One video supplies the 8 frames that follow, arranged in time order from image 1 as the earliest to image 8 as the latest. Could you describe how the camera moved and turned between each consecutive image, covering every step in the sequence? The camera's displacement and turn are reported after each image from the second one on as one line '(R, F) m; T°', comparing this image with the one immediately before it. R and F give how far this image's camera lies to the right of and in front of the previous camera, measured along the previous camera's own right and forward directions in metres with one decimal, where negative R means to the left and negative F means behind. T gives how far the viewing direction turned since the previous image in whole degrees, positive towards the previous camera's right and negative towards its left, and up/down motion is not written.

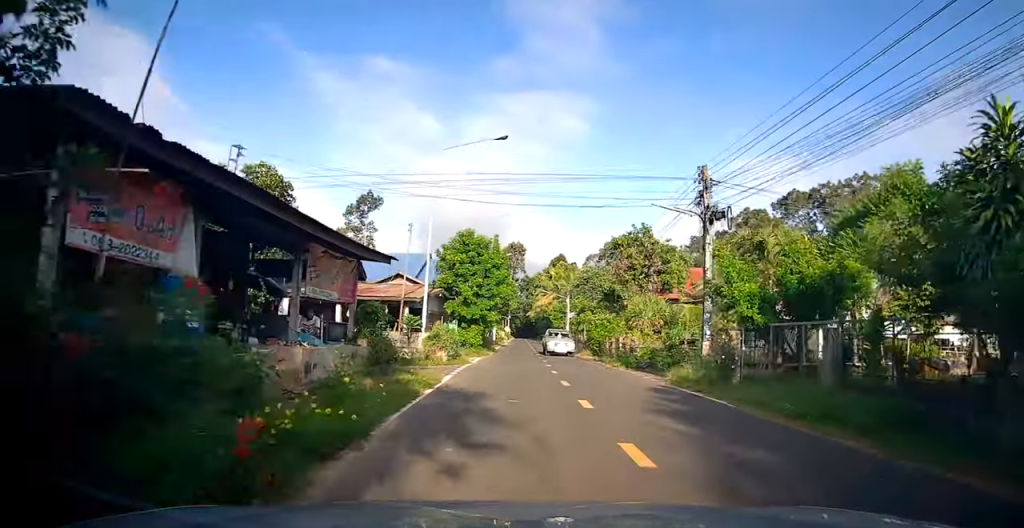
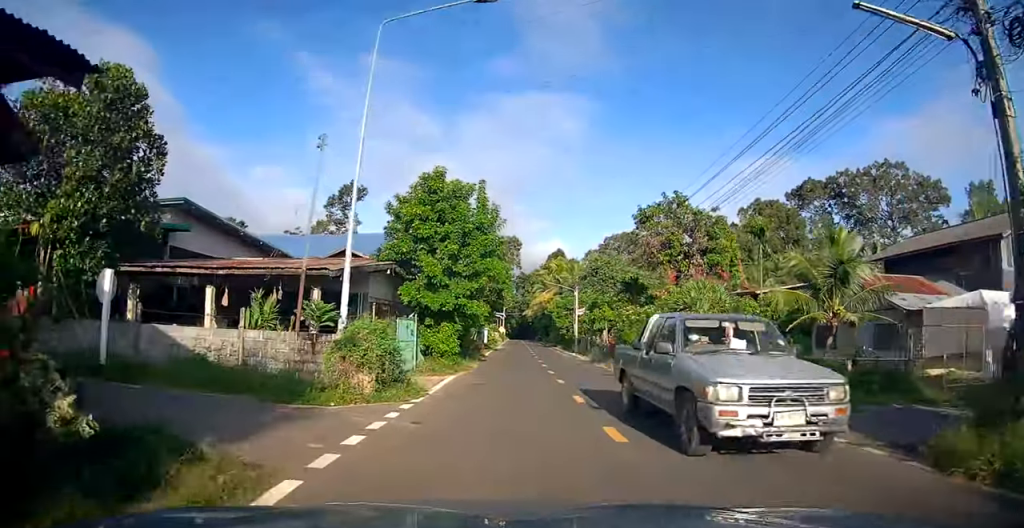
(+0.1, +10.5) m; -1°
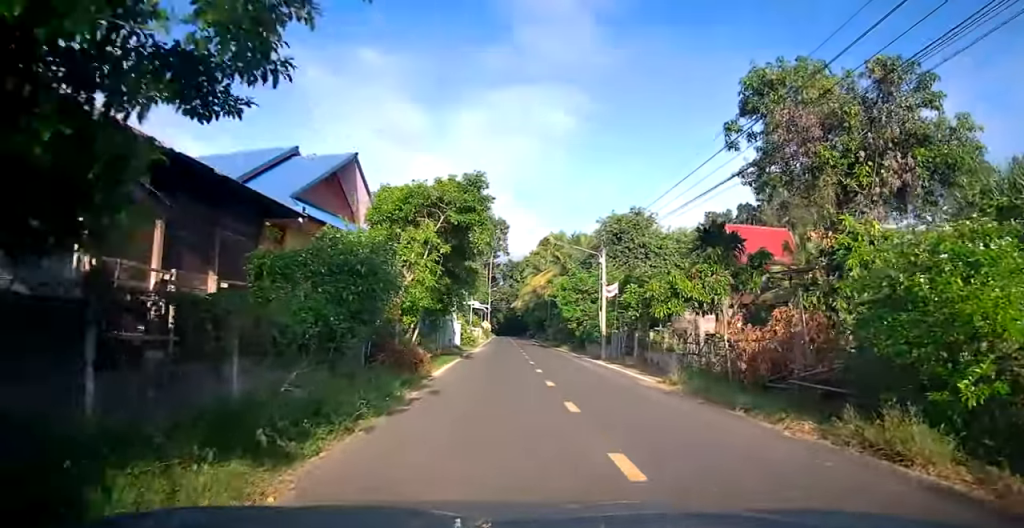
(0.0, +17.6) m; +1°
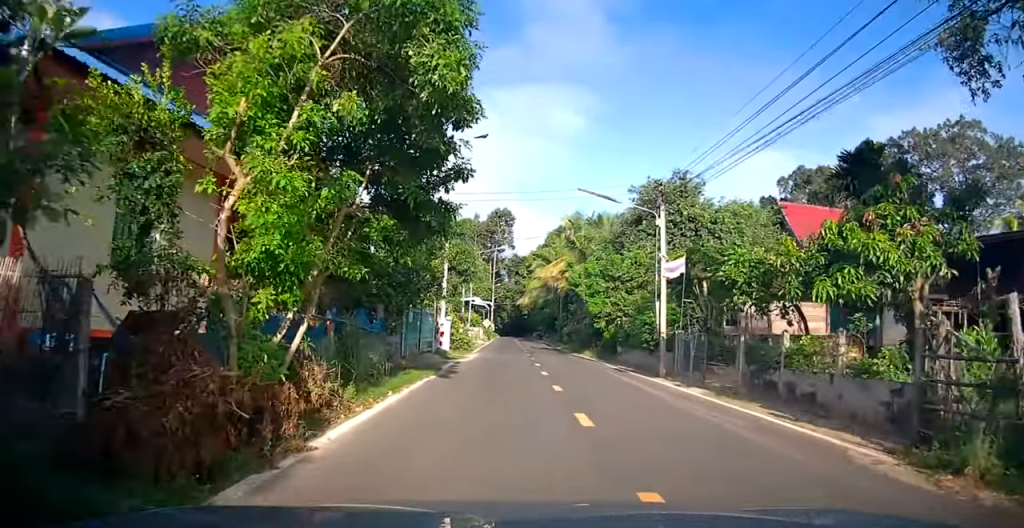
(+0.1, +9.2) m; 0°
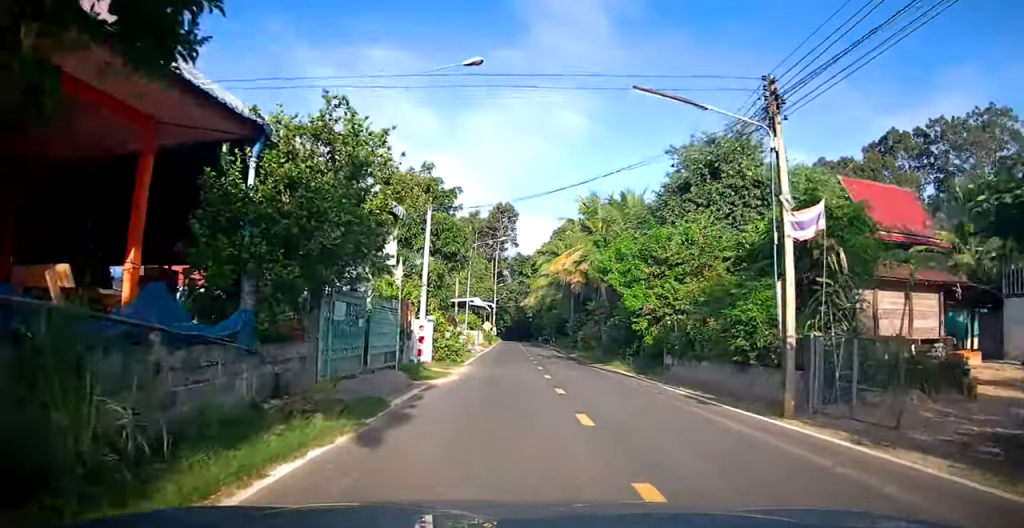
(0.0, +7.5) m; 0°
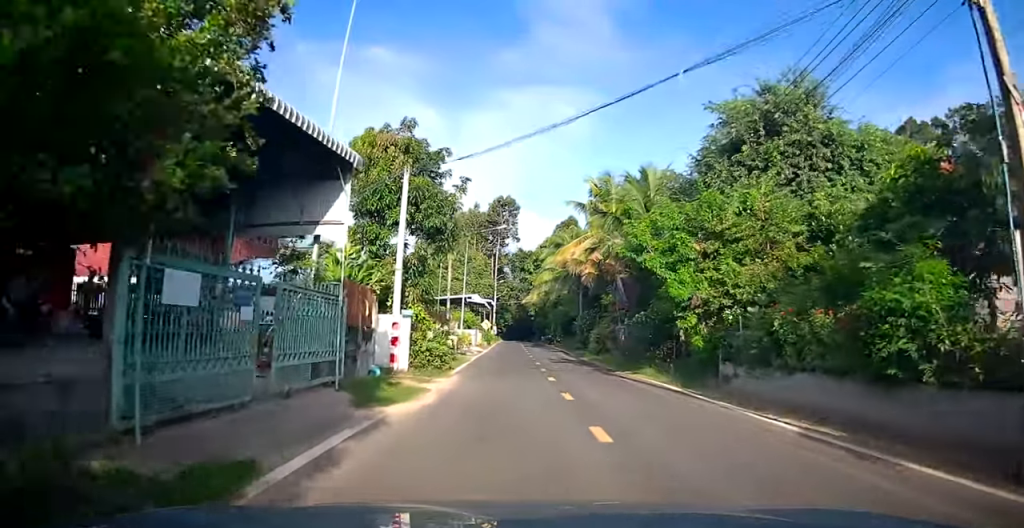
(-0.1, +5.0) m; 0°
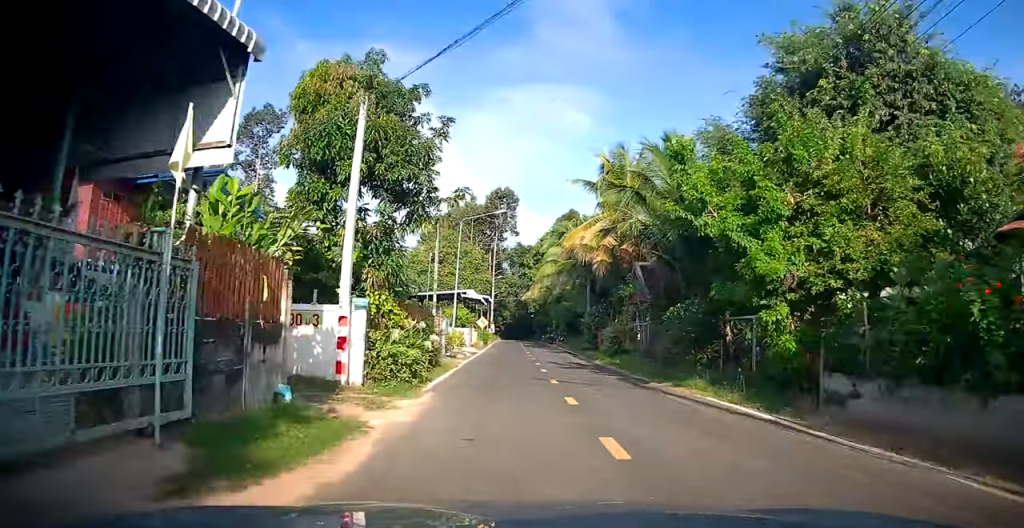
(0.0, +4.9) m; +1°
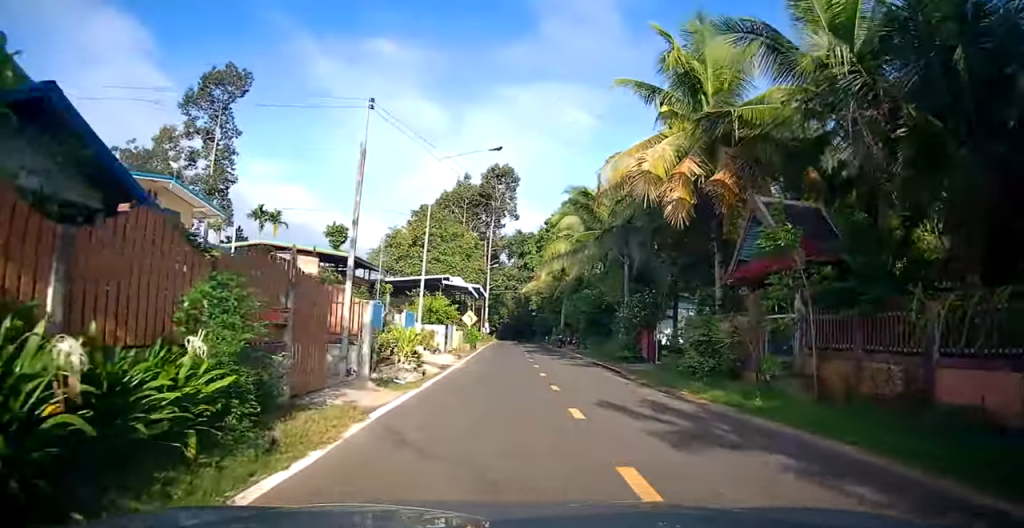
(+0.4, +13.0) m; +1°
